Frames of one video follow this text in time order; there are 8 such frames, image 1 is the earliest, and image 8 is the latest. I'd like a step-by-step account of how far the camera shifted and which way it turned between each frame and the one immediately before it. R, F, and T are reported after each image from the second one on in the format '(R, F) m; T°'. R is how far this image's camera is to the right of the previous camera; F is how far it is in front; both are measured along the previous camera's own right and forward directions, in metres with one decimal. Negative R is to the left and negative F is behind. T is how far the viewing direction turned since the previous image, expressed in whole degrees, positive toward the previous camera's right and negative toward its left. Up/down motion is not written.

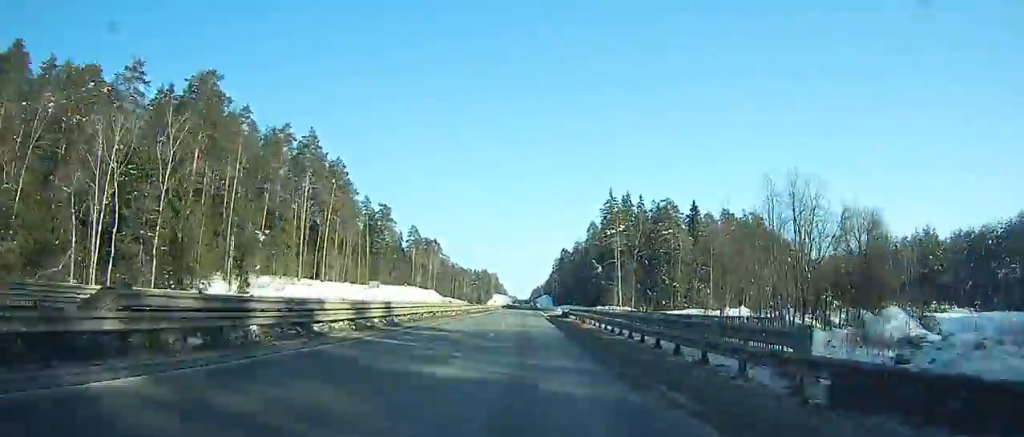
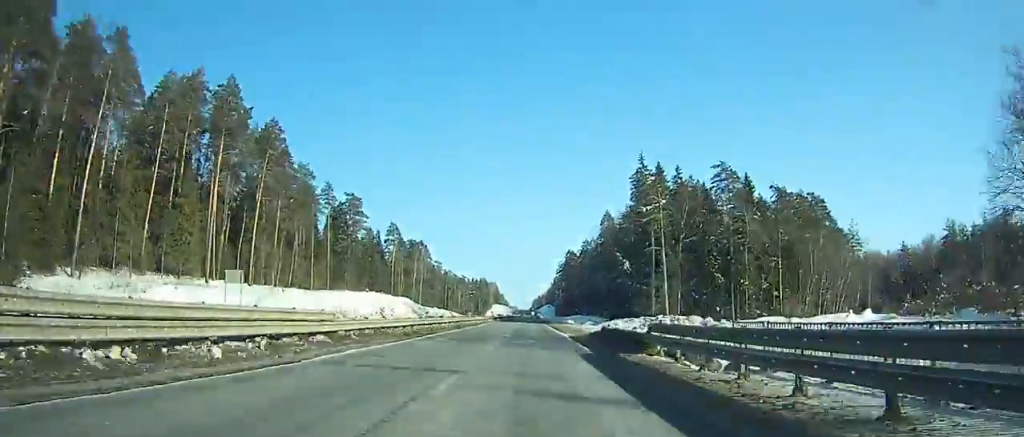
(0.0, +37.9) m; 0°
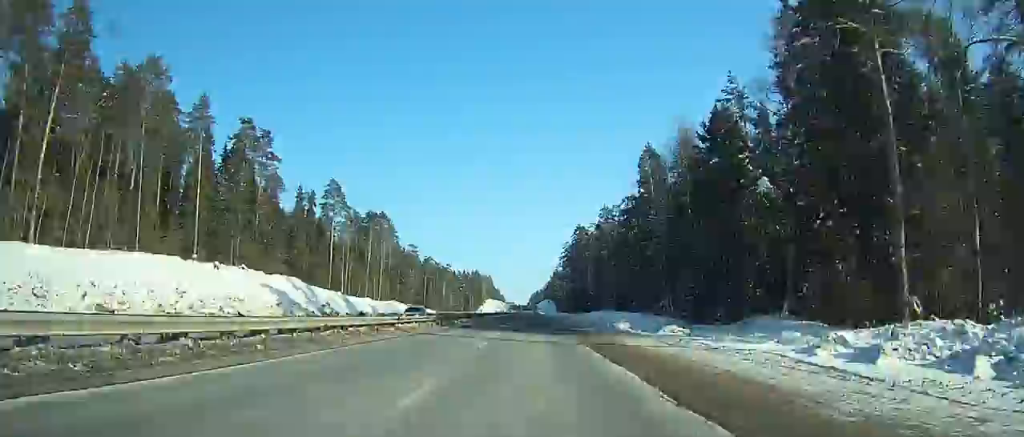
(+0.1, +62.5) m; 0°
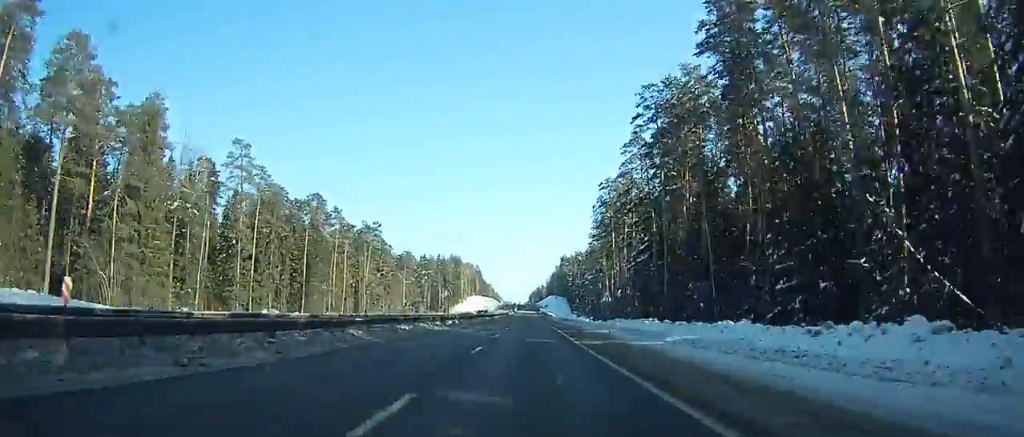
(-0.4, +159.8) m; 0°
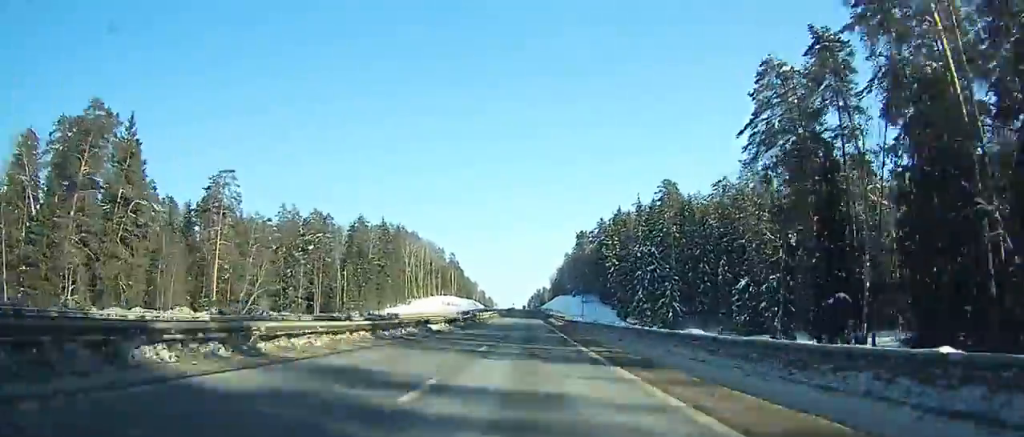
(+0.2, +167.3) m; 0°
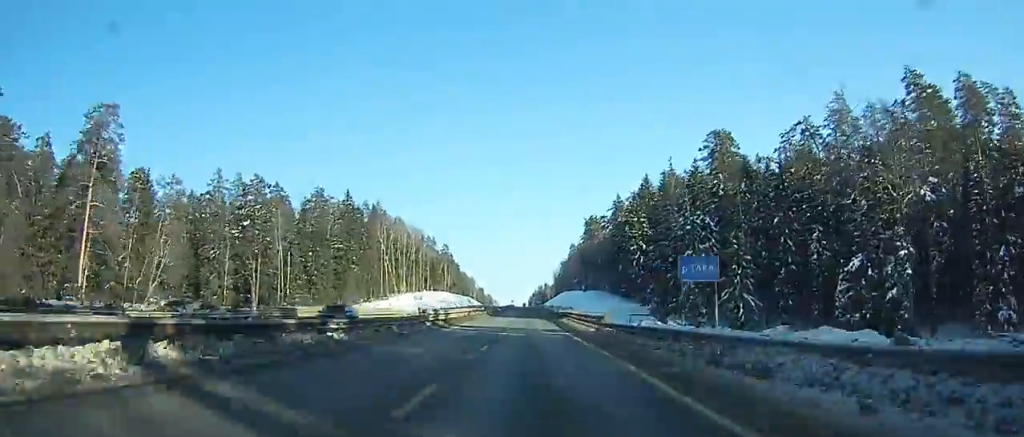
(0.0, +37.5) m; 0°
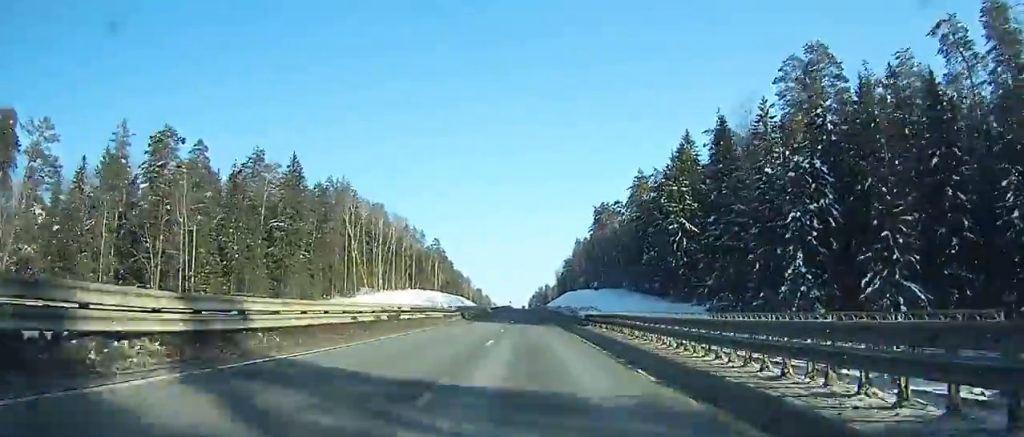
(0.0, +34.6) m; 0°
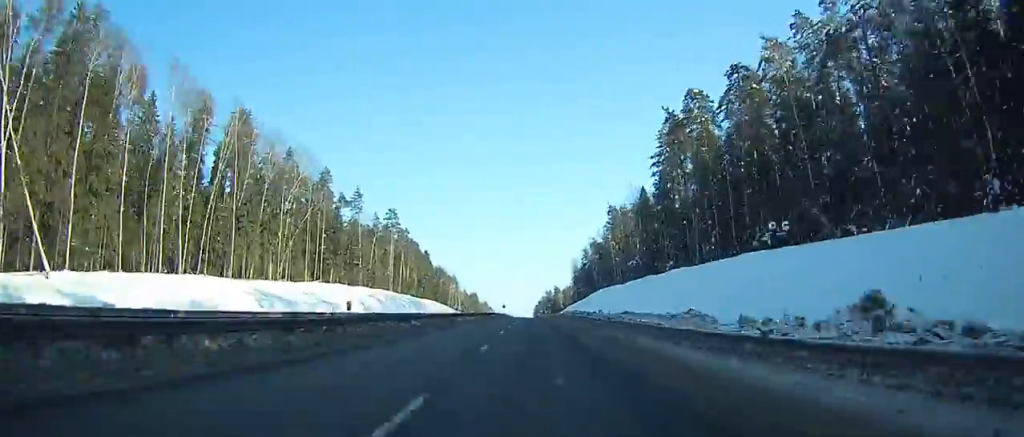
(0.0, +110.0) m; 0°
